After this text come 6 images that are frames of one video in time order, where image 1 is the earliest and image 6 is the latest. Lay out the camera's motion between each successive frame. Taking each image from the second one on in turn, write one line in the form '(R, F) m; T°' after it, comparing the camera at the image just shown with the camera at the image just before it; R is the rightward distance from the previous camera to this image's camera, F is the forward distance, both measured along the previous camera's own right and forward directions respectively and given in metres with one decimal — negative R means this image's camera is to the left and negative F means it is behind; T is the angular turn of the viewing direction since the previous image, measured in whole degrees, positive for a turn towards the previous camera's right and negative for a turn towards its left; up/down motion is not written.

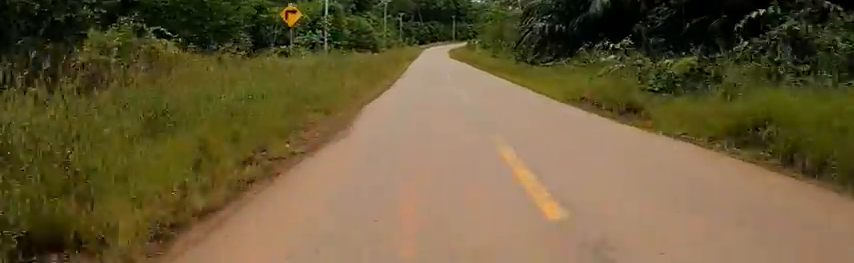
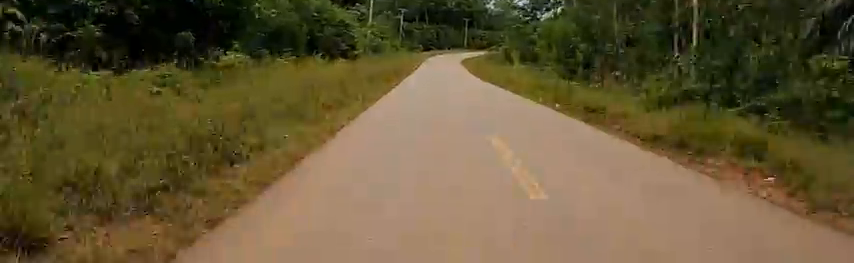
(0.0, +30.2) m; +2°
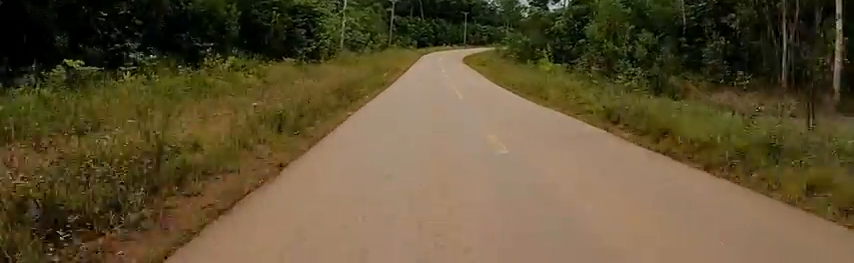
(+0.5, +13.3) m; +2°
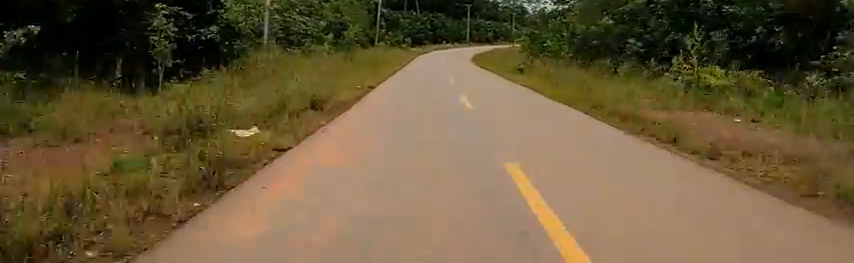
(0.0, +18.6) m; 0°
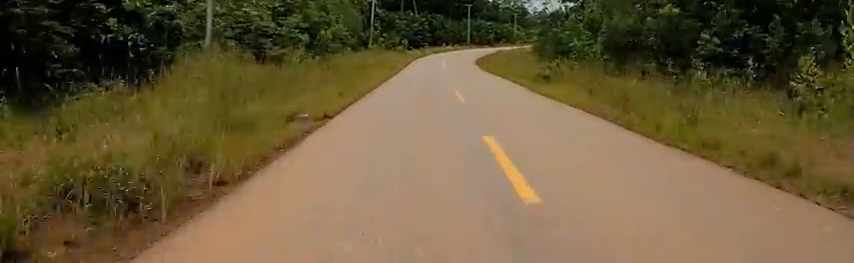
(0.0, +5.9) m; 0°
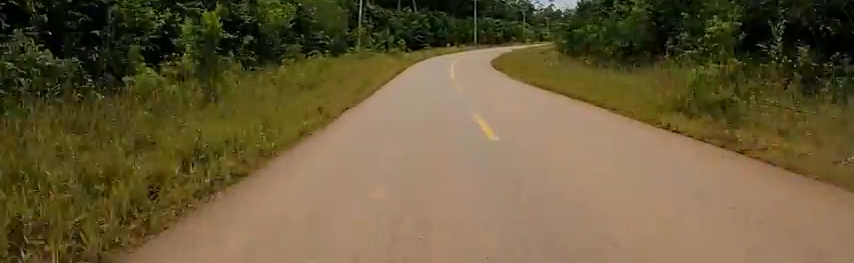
(0.0, +12.9) m; +1°
